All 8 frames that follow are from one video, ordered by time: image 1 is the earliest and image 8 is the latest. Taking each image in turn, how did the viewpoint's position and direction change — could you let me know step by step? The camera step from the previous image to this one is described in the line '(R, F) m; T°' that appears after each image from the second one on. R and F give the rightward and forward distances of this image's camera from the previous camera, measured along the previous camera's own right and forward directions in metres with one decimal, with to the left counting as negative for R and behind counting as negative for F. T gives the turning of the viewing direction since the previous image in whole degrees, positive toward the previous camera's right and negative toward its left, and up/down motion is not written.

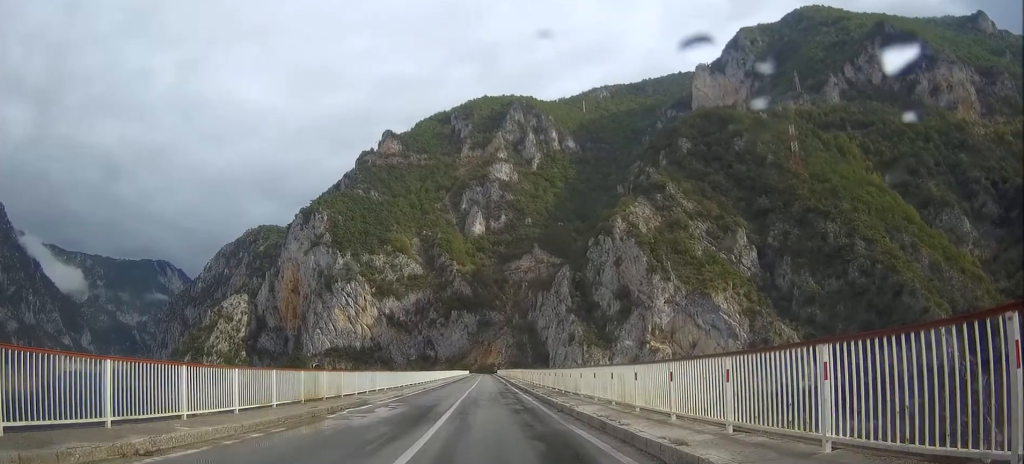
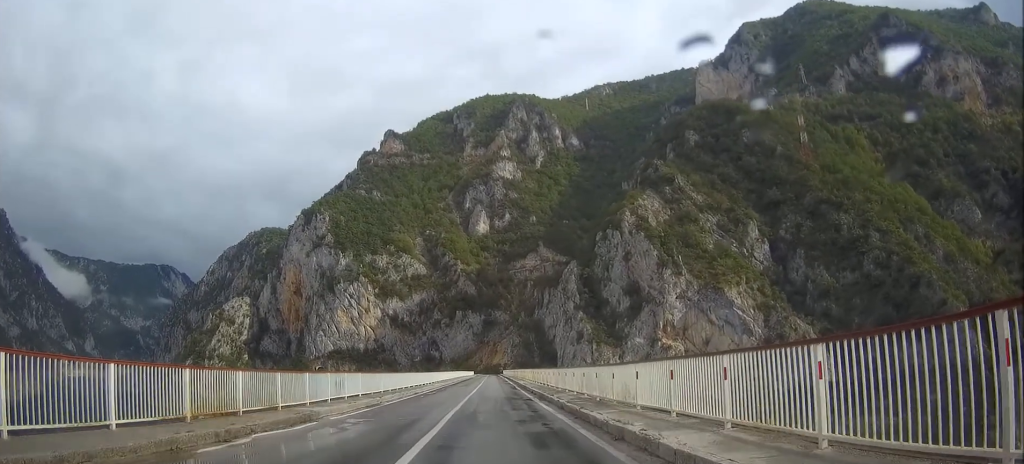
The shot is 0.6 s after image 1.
(0.0, +9.0) m; 0°
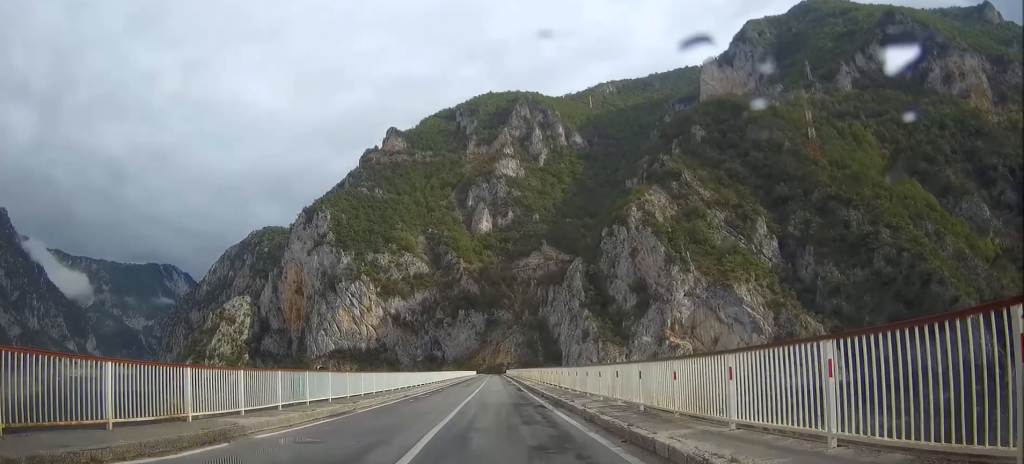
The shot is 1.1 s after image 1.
(0.0, +6.3) m; 0°
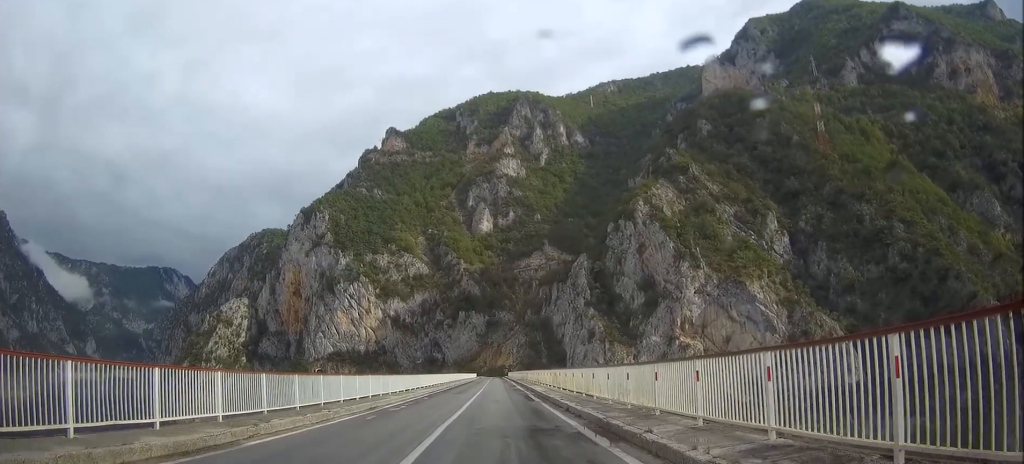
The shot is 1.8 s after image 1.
(0.0, +10.7) m; 0°
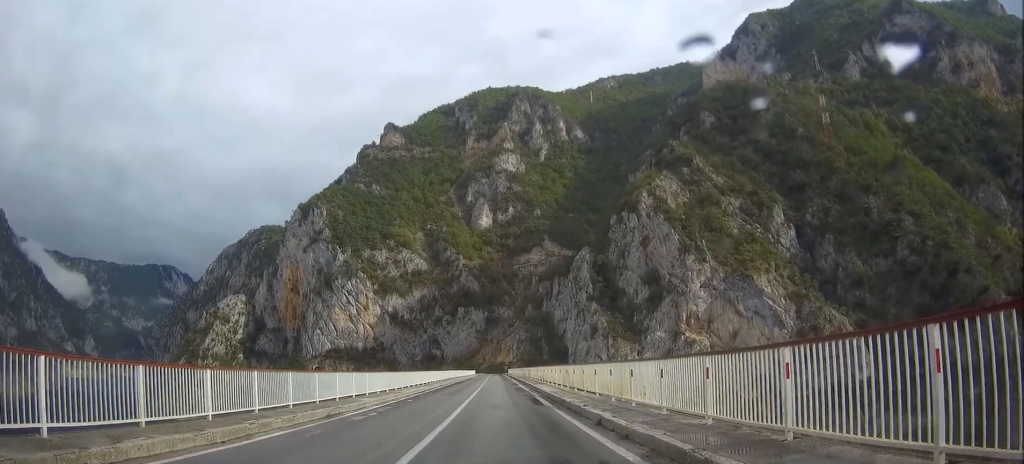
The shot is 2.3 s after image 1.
(0.0, +6.8) m; 0°
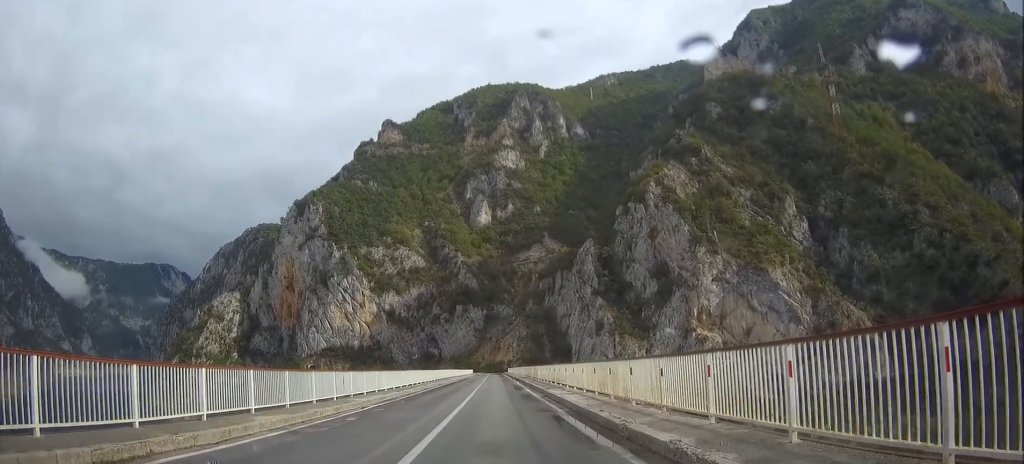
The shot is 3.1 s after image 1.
(0.0, +12.2) m; 0°
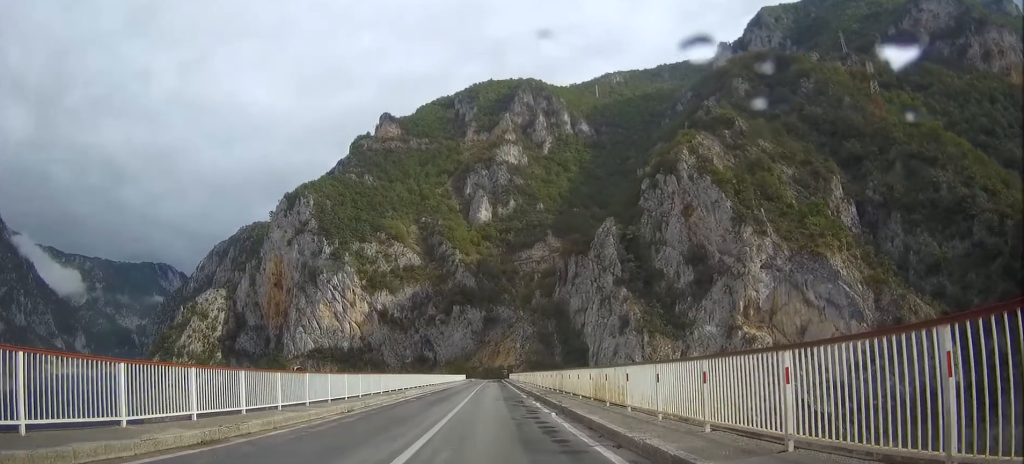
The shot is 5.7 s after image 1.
(+0.2, +36.0) m; 0°
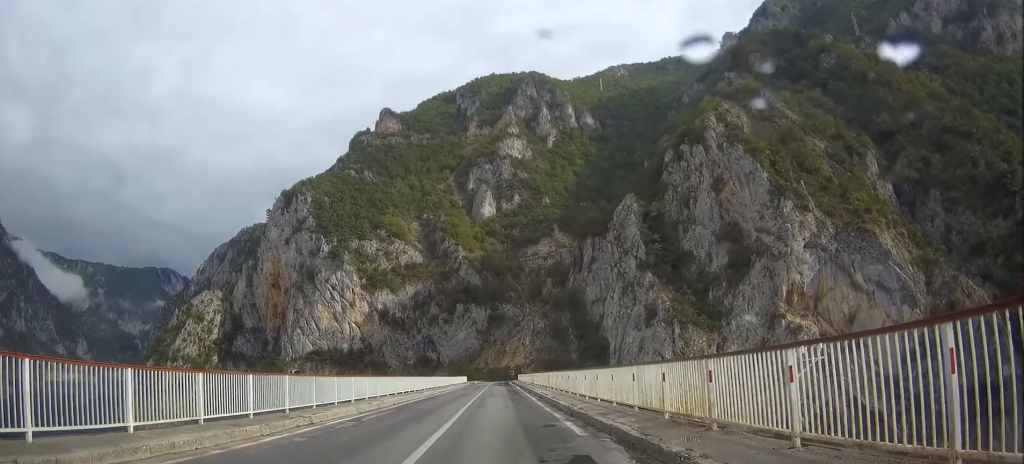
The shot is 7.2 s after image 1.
(-0.1, +20.8) m; 0°
